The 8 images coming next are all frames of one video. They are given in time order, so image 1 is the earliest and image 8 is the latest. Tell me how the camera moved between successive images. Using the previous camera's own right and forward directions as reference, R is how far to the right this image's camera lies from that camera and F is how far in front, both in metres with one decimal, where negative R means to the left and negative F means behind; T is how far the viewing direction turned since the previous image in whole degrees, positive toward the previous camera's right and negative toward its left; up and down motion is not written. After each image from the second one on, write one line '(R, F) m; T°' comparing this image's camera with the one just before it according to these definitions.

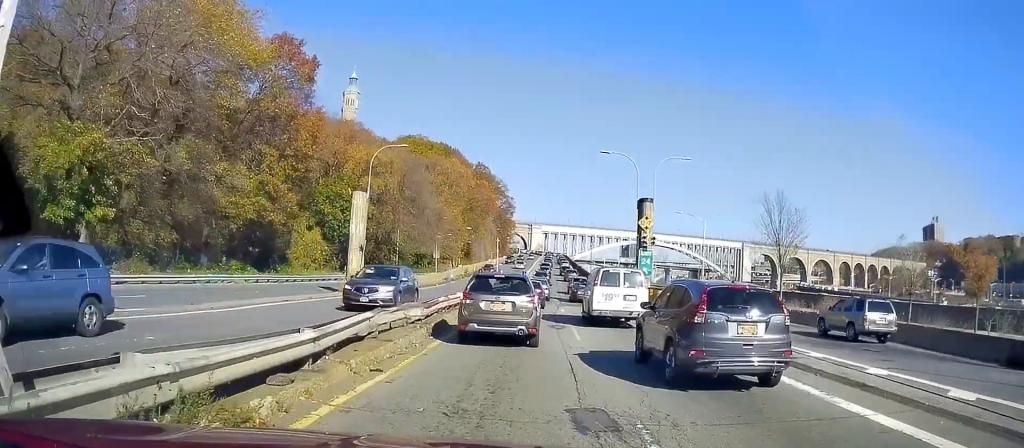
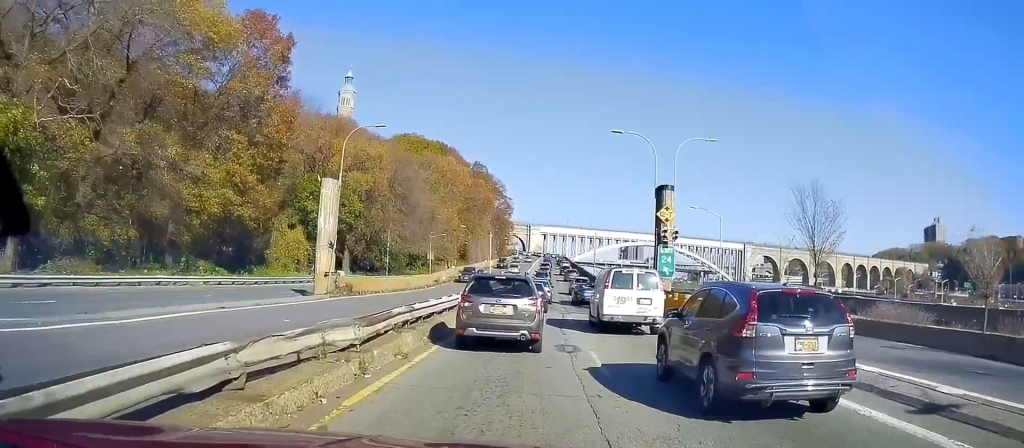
(-0.1, +5.2) m; 0°
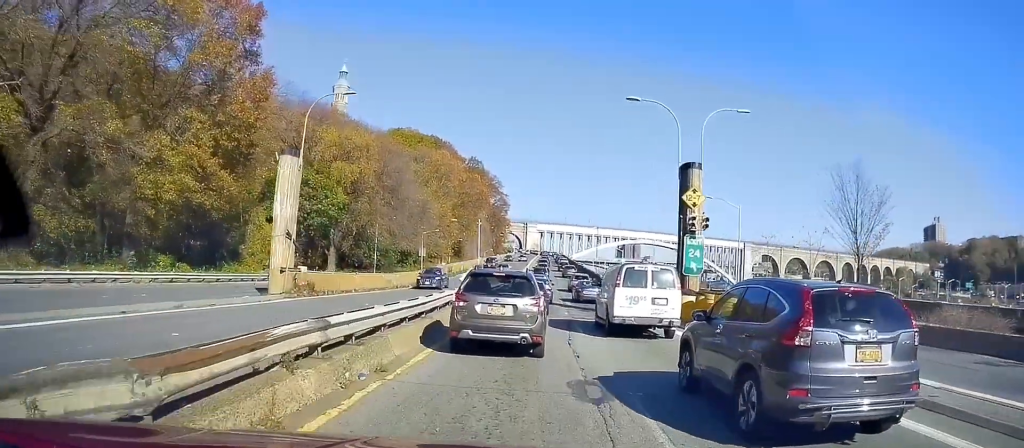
(+0.1, +5.6) m; +1°
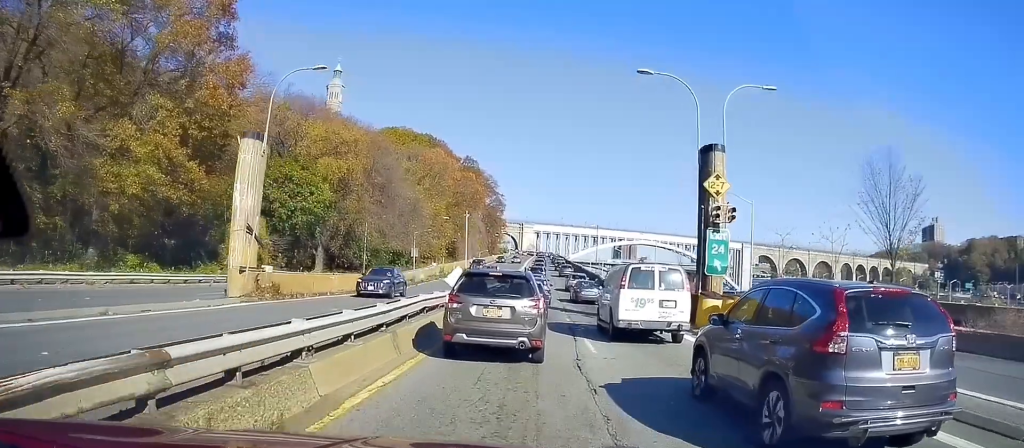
(0.0, +3.9) m; 0°
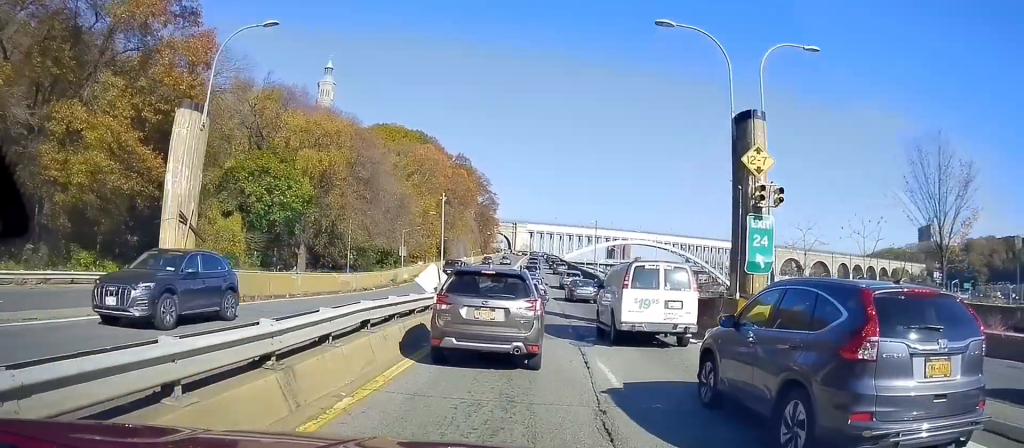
(0.0, +5.4) m; 0°
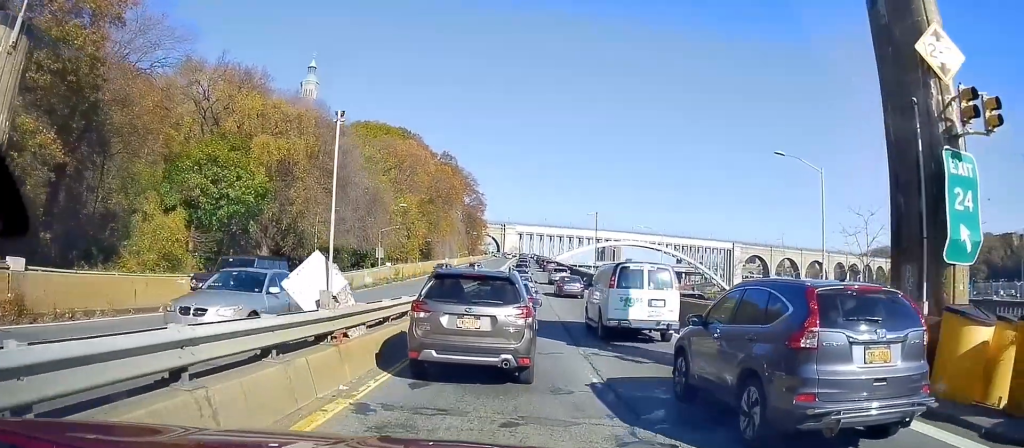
(+0.1, +11.8) m; +1°
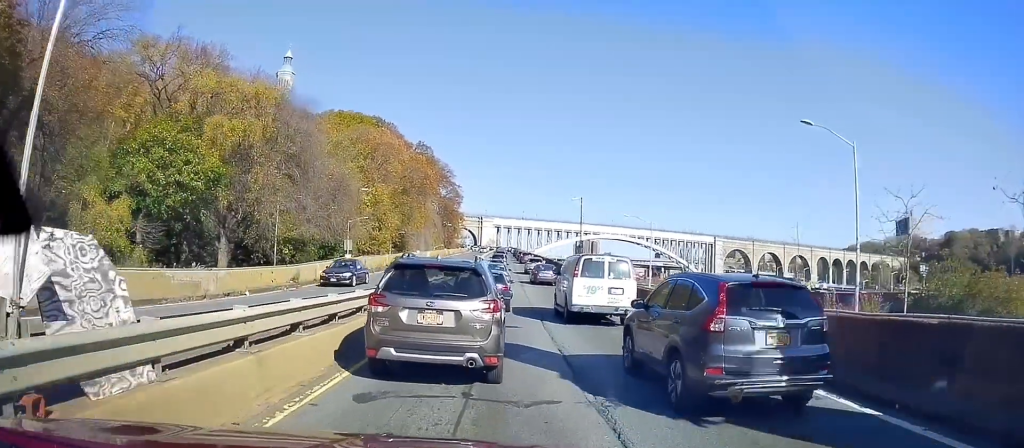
(+0.1, +5.9) m; +3°
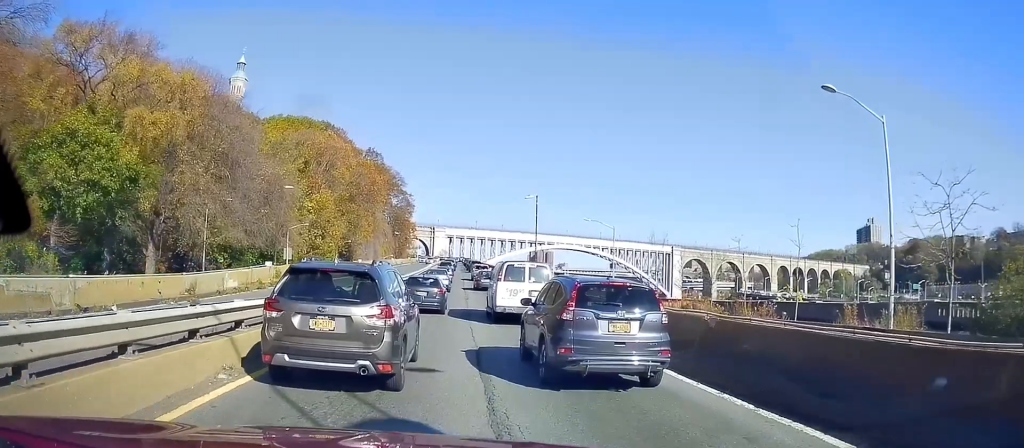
(+0.1, +6.0) m; +2°
